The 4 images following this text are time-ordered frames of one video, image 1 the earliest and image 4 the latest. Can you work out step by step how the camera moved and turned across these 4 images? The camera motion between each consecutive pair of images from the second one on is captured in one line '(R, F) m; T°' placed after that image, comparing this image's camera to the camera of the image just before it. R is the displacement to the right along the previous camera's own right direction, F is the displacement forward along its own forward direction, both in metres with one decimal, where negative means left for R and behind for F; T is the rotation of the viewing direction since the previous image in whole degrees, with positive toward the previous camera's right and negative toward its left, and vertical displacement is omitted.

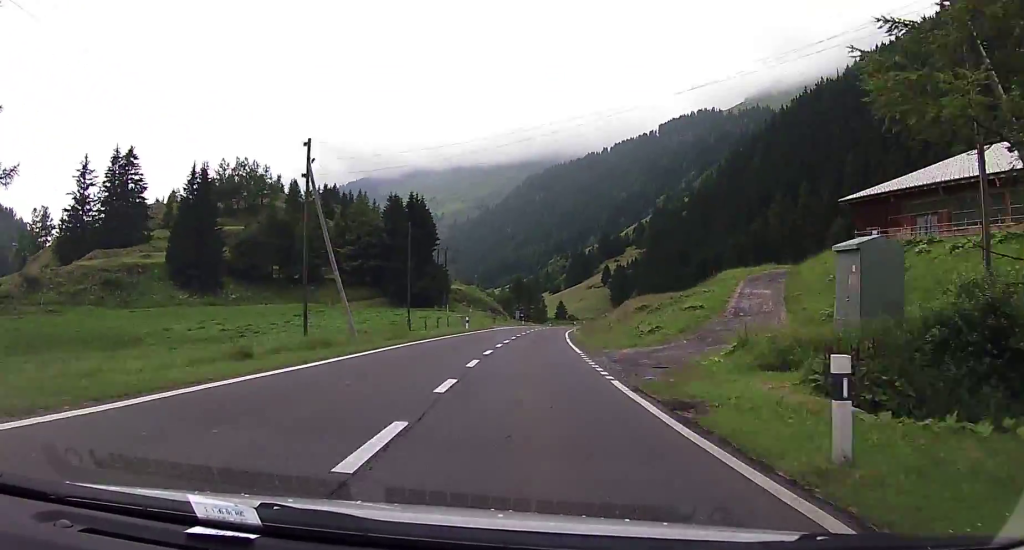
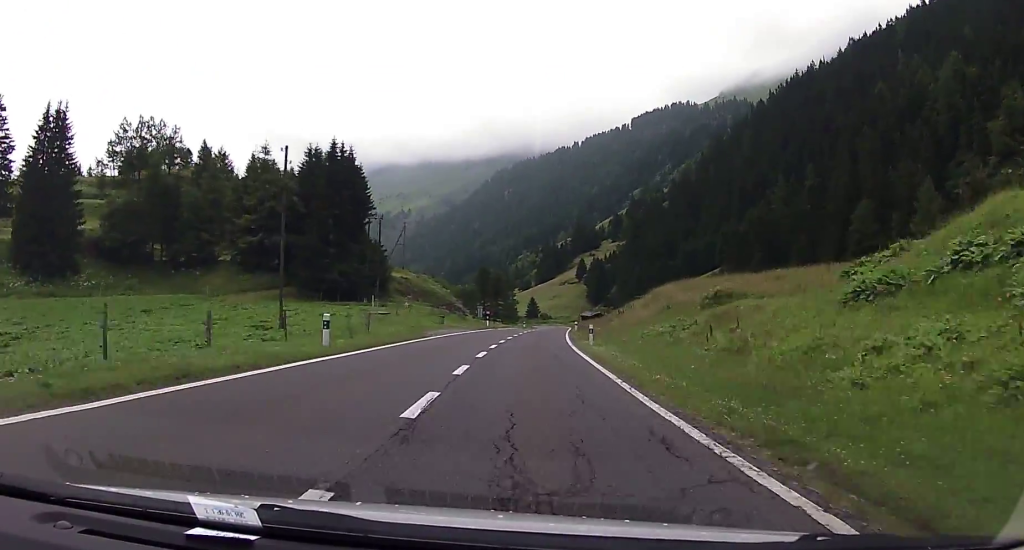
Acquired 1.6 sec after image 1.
(+0.8, +33.6) m; +3°
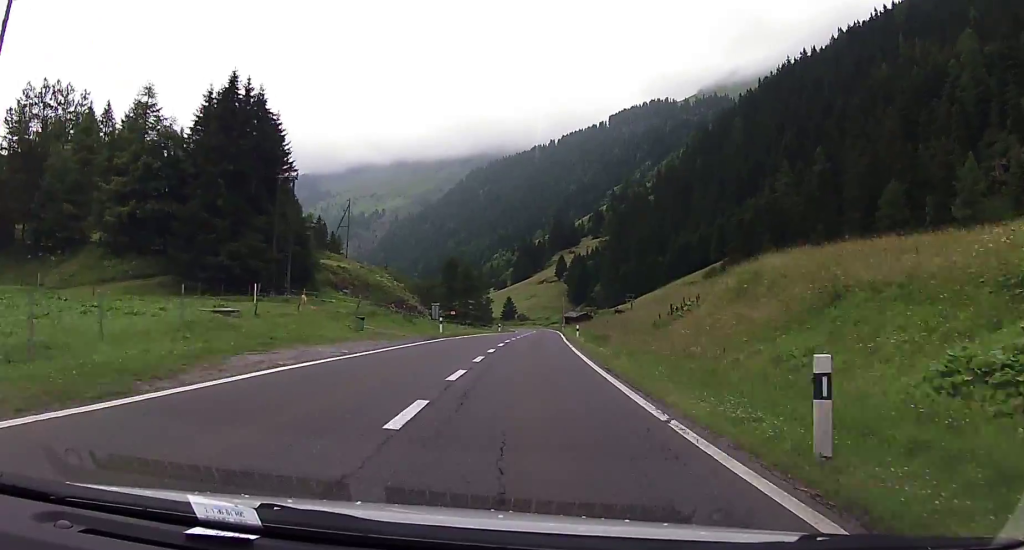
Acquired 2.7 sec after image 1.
(+0.6, +25.5) m; +2°
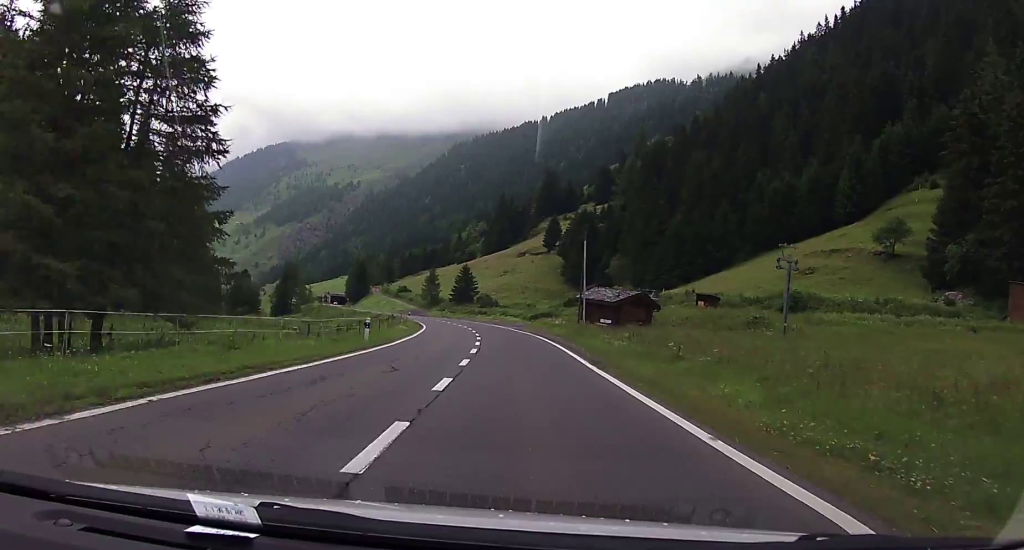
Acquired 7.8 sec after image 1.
(+2.9, +111.7) m; 0°
